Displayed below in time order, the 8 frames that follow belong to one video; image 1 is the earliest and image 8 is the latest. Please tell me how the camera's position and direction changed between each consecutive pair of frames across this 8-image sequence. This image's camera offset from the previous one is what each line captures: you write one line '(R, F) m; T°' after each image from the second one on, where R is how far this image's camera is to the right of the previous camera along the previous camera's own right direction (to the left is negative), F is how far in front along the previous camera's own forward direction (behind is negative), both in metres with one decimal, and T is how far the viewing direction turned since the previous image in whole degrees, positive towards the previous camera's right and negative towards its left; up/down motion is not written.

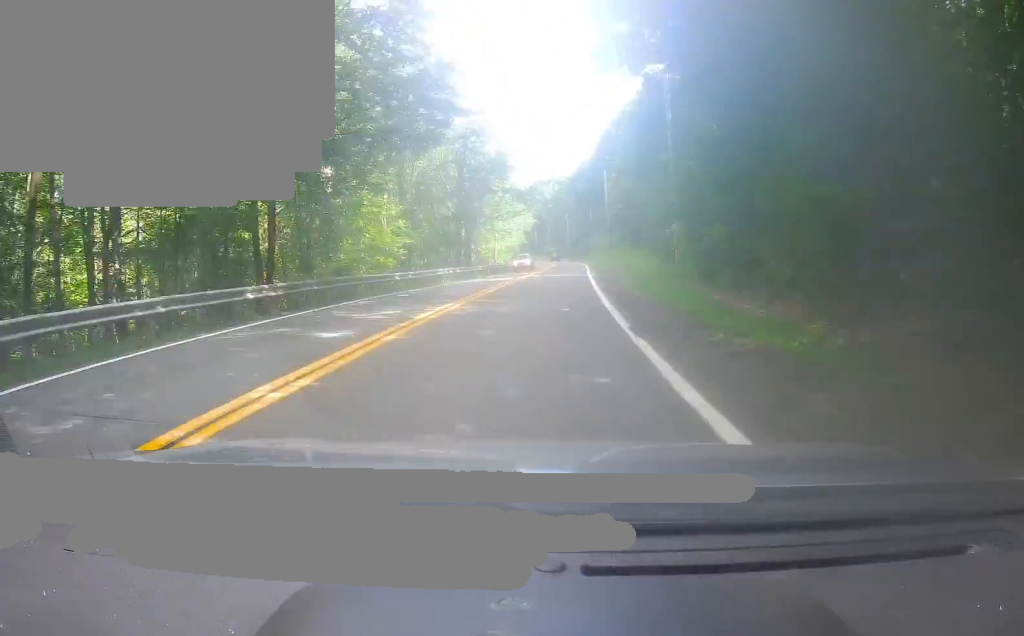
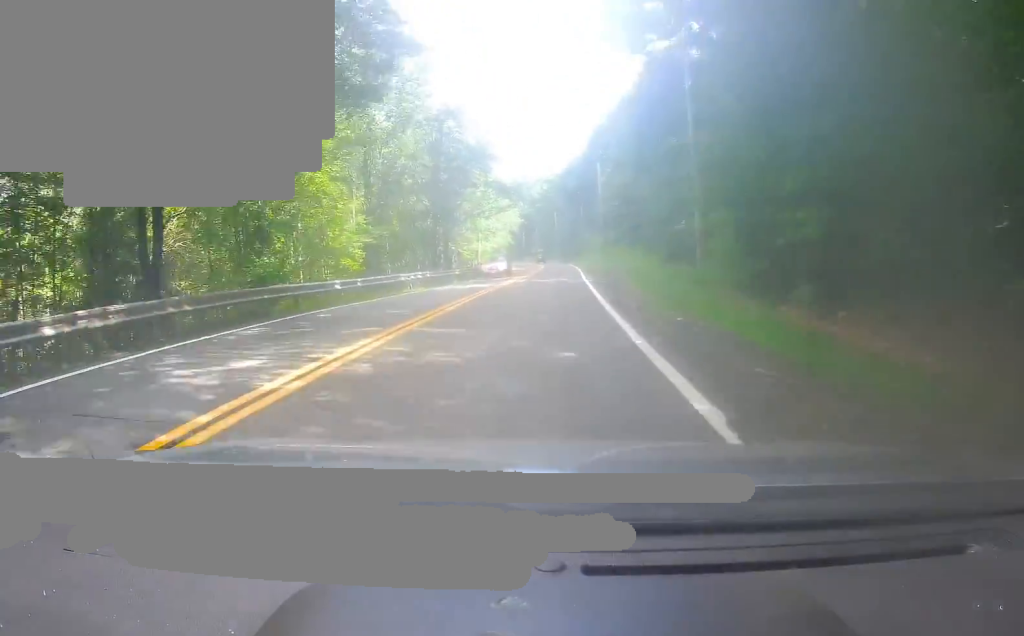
(+0.7, +7.9) m; +2°
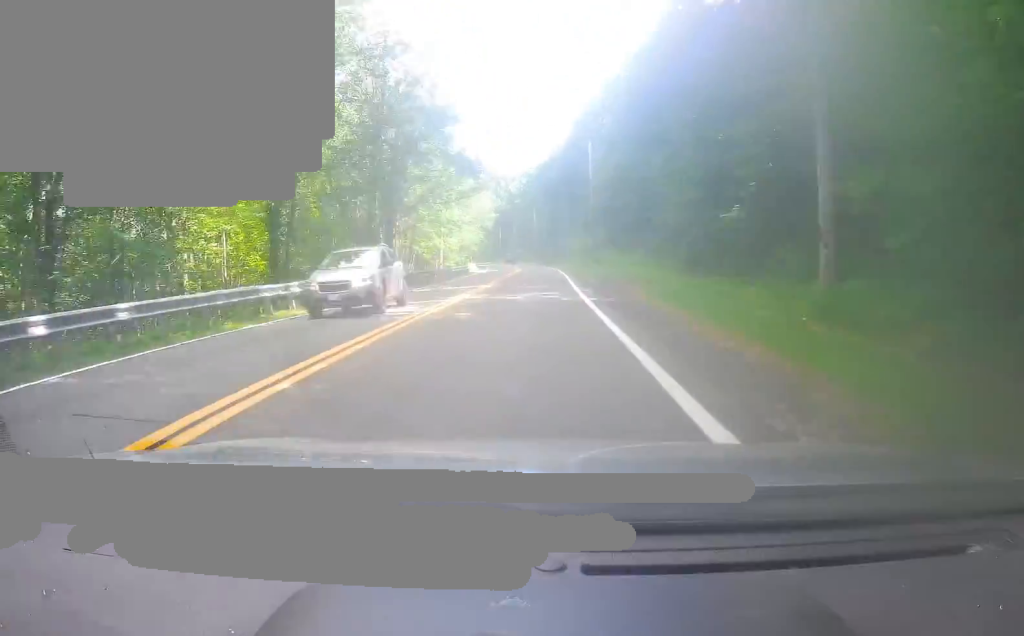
(+0.6, +13.6) m; +3°
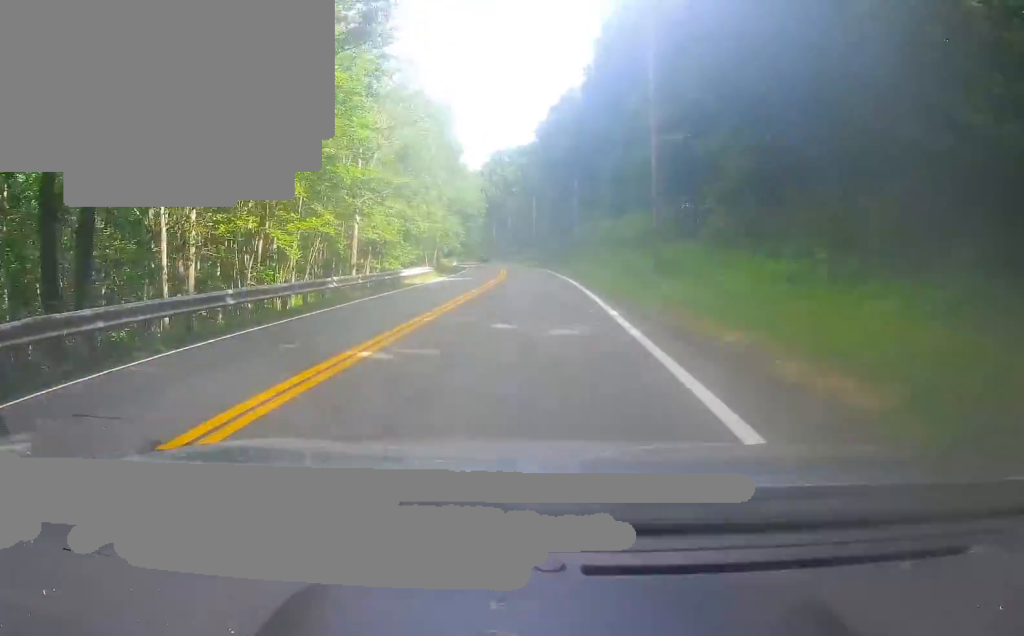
(+0.4, +32.9) m; 0°
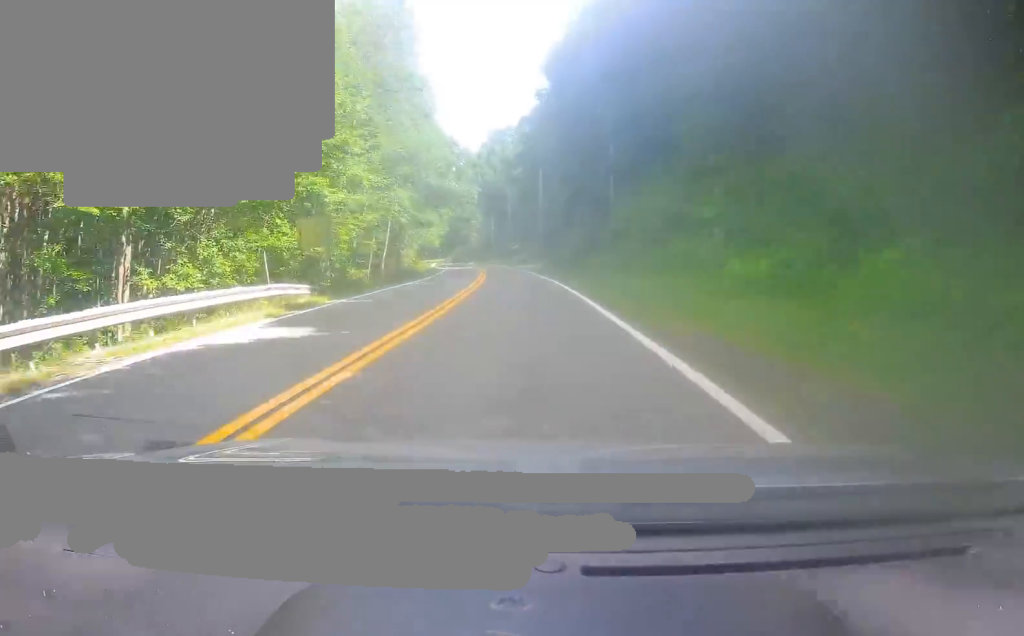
(-0.6, +30.4) m; -2°
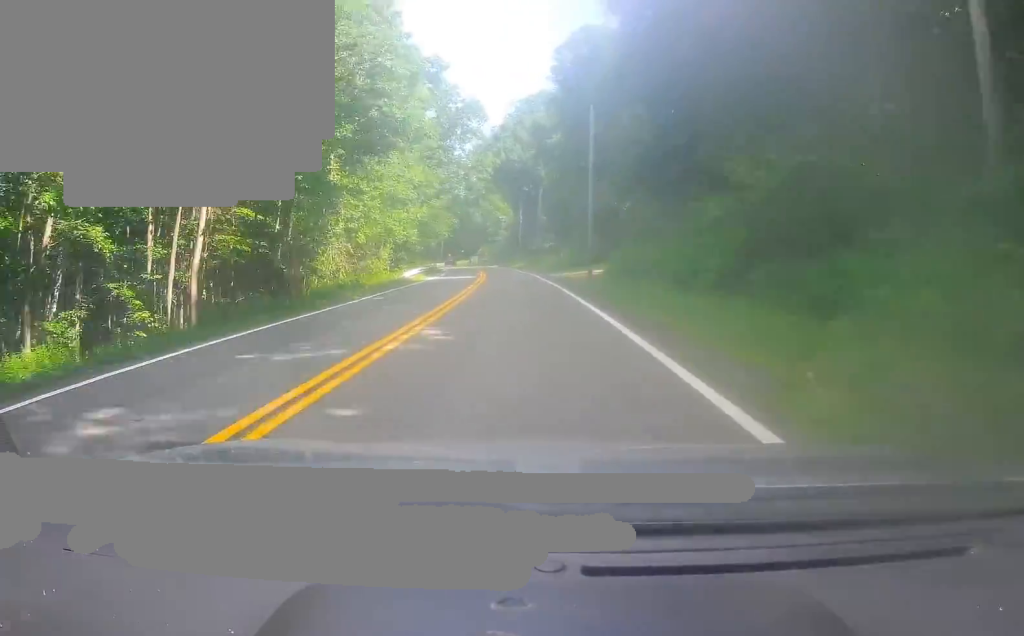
(-1.0, +33.8) m; -2°
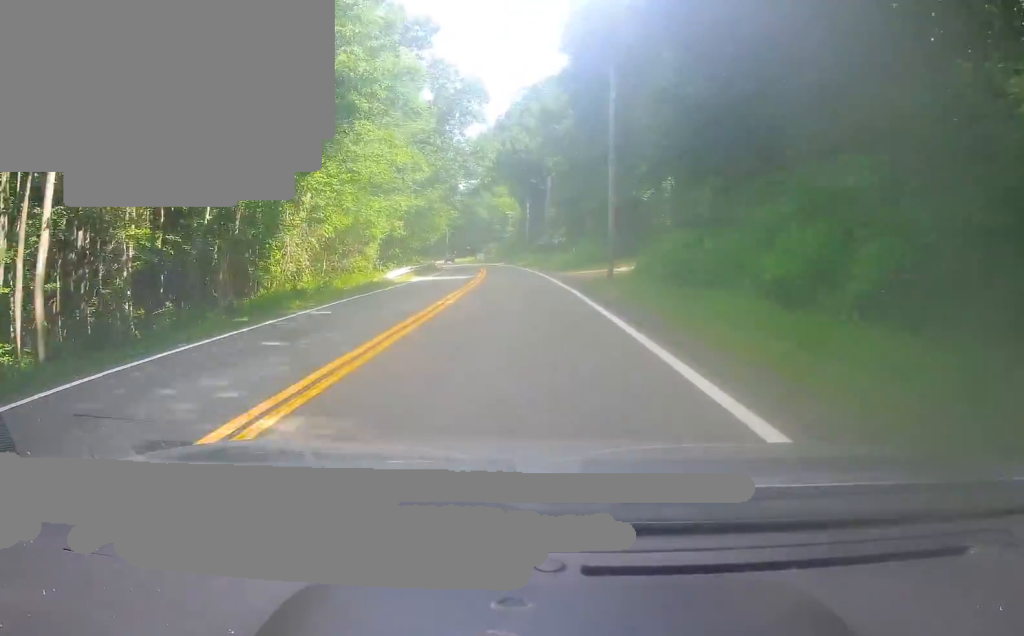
(+0.2, +8.5) m; 0°
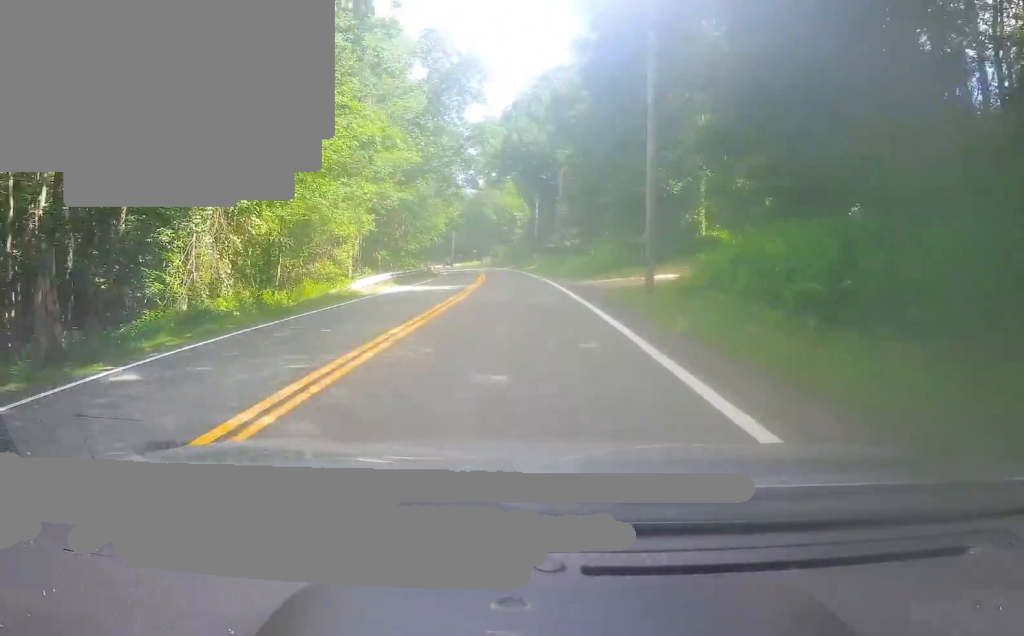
(+0.2, +9.8) m; -1°
